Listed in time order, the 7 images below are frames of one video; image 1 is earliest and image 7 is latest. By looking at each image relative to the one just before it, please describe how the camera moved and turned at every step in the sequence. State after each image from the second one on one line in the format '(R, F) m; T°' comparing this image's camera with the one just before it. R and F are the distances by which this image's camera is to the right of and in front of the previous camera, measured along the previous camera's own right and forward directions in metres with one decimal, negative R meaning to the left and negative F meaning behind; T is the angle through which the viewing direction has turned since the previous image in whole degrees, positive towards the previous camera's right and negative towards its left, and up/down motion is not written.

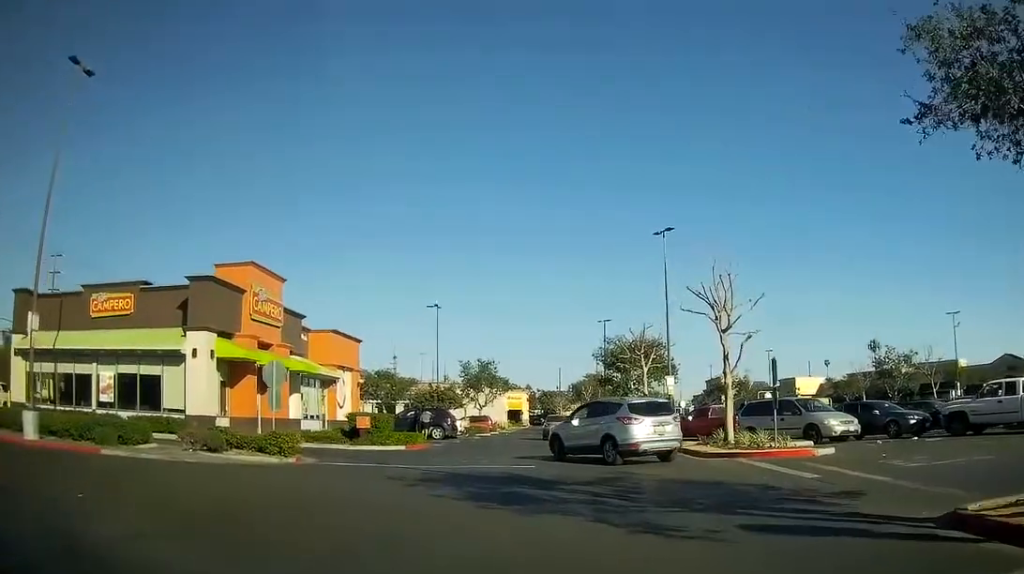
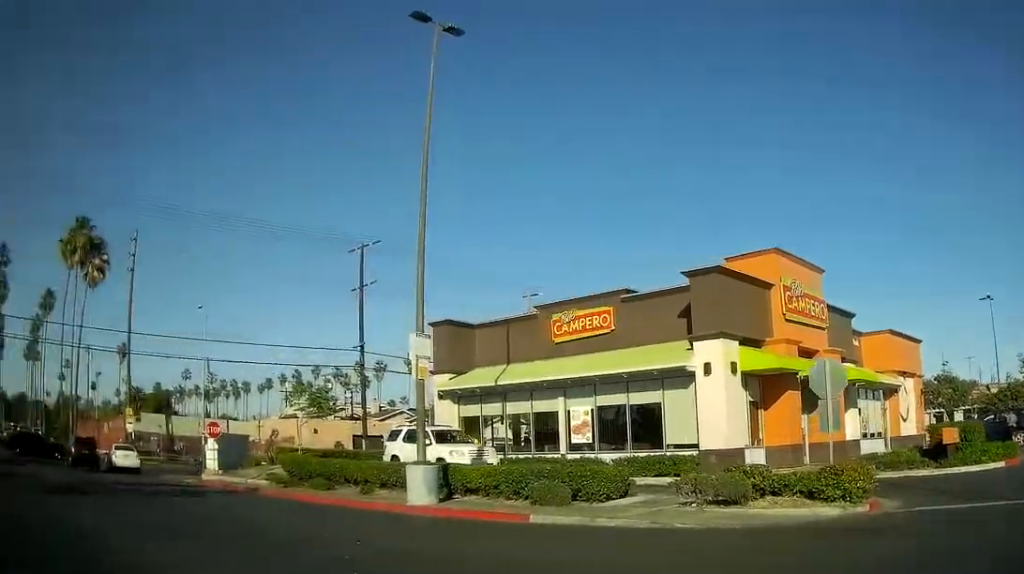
(-1.4, +8.1) m; -44°
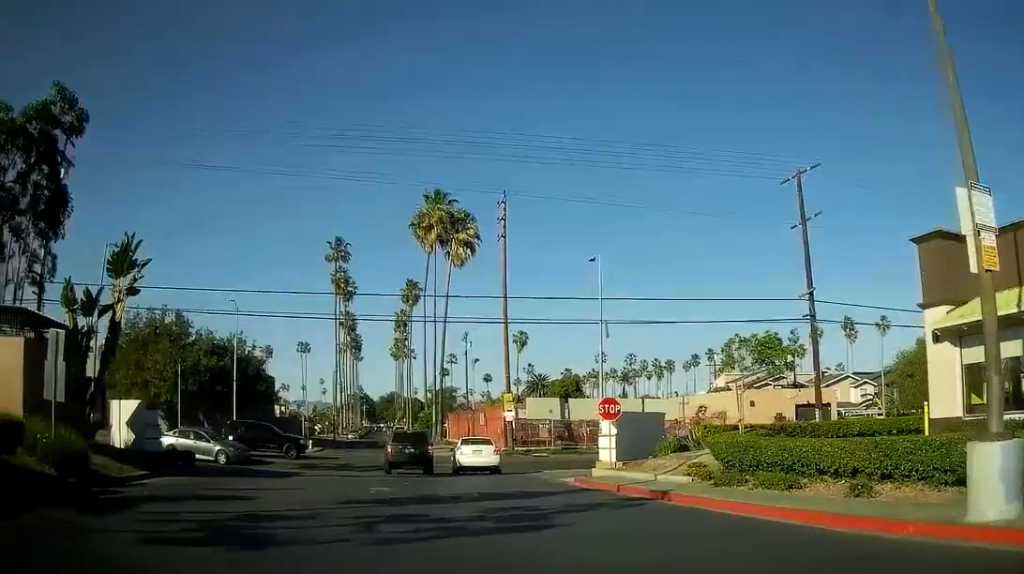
(-2.8, +5.7) m; -34°
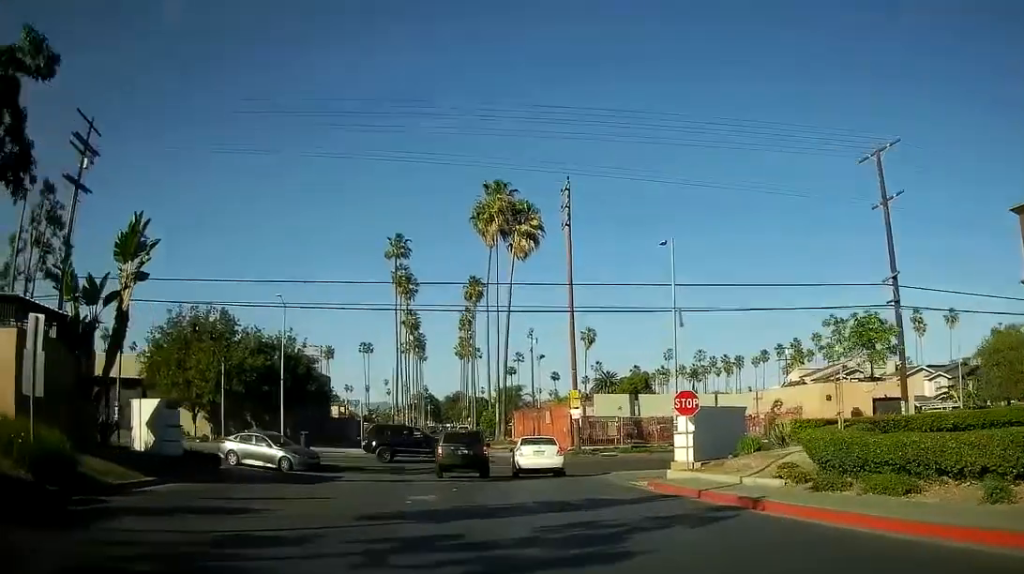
(0.0, +2.6) m; 0°
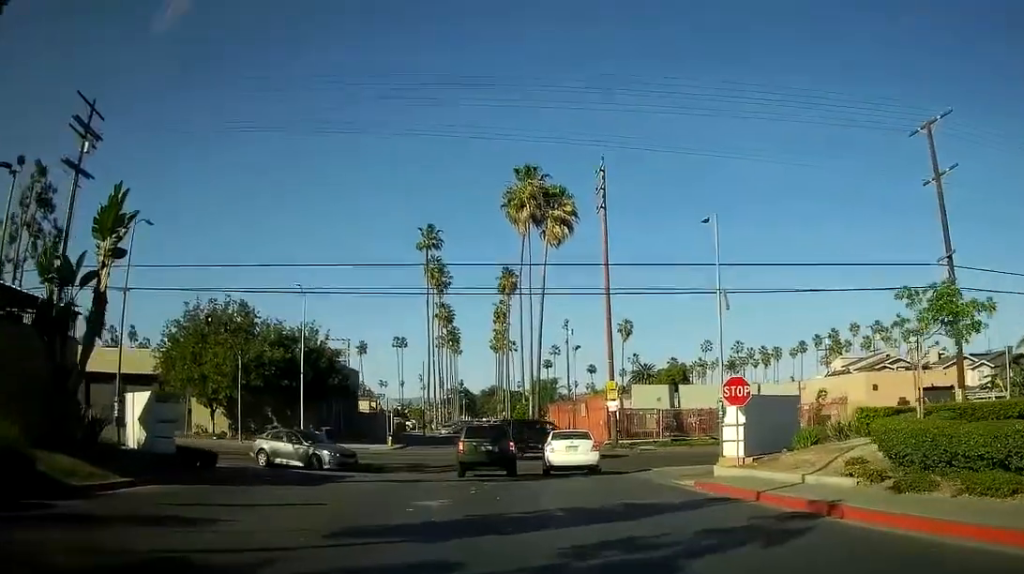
(0.0, +2.3) m; 0°
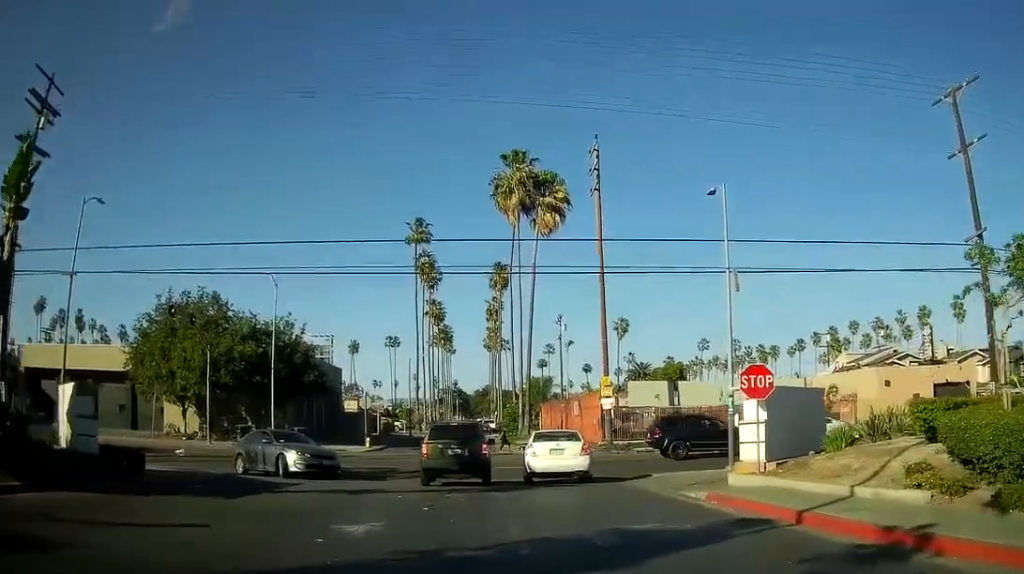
(0.0, +3.6) m; -1°
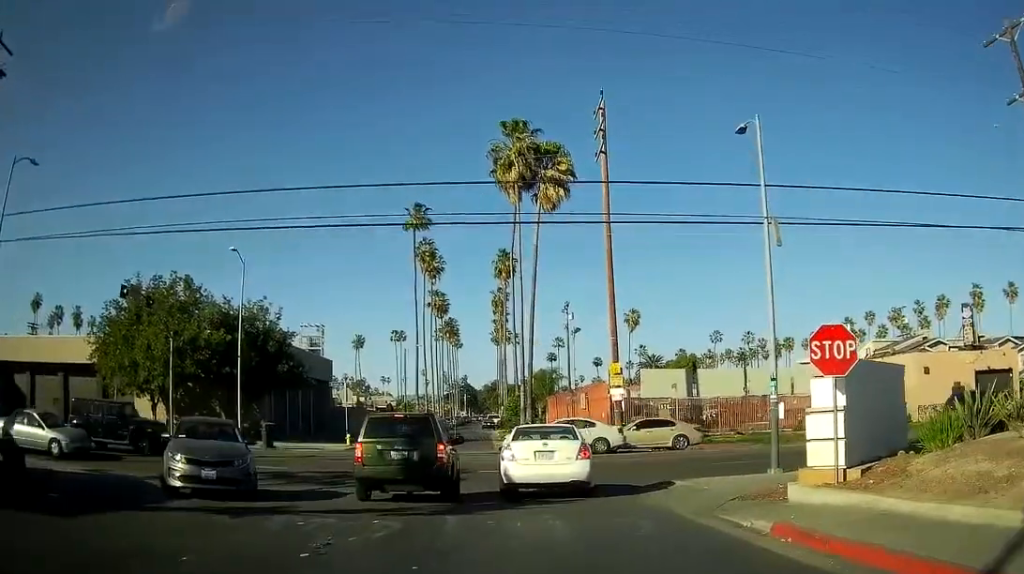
(-0.1, +5.3) m; 0°
